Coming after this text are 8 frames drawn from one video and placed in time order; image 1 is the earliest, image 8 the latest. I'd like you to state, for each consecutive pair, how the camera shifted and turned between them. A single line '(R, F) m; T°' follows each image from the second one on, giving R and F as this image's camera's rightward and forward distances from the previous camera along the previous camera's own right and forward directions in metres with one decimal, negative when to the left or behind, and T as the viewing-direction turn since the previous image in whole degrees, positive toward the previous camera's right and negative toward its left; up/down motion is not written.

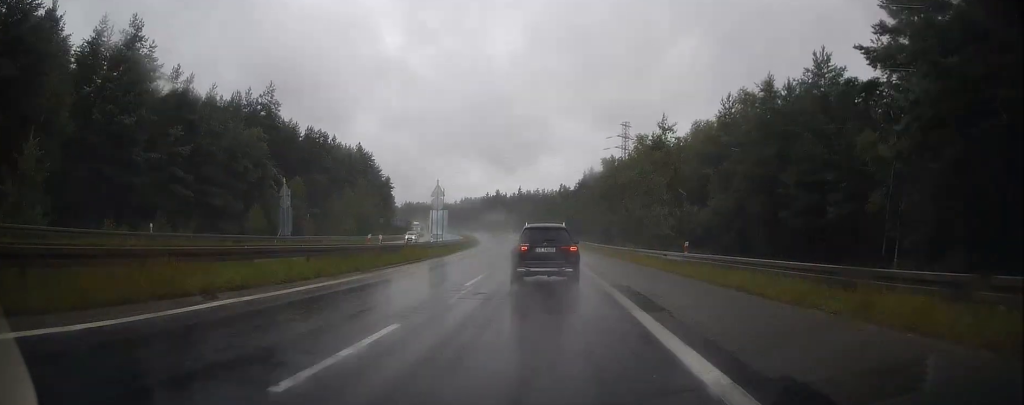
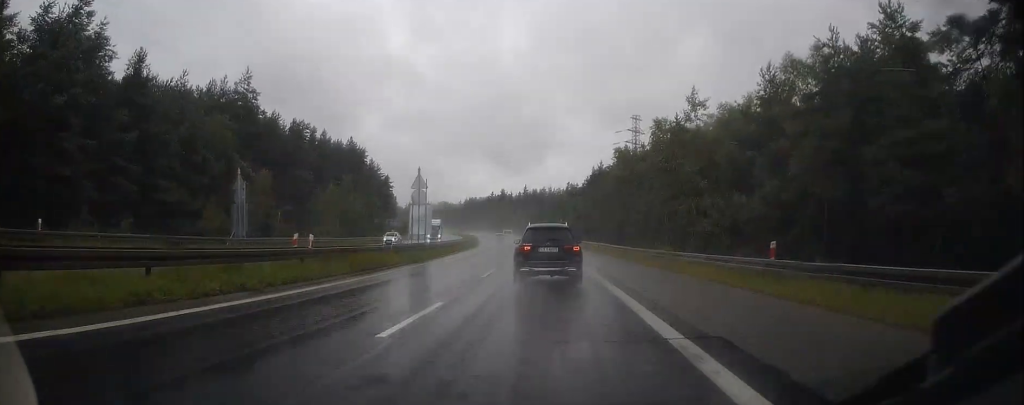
(0.0, +8.6) m; -1°
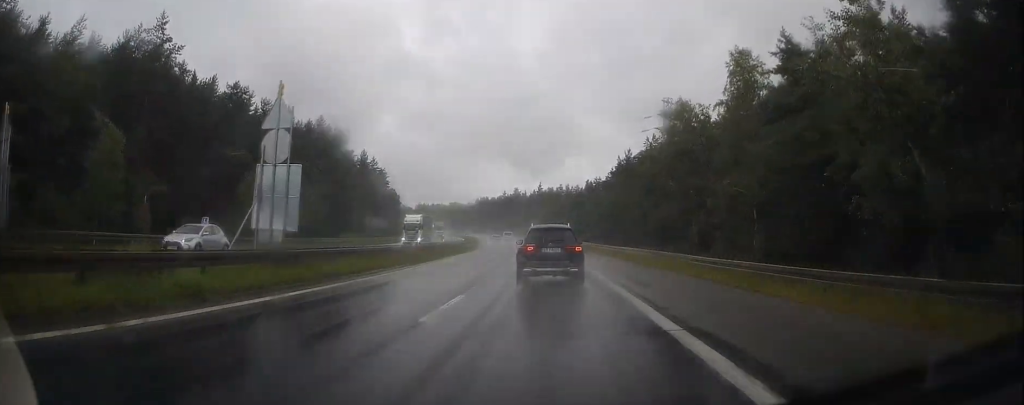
(-0.4, +22.3) m; -2°
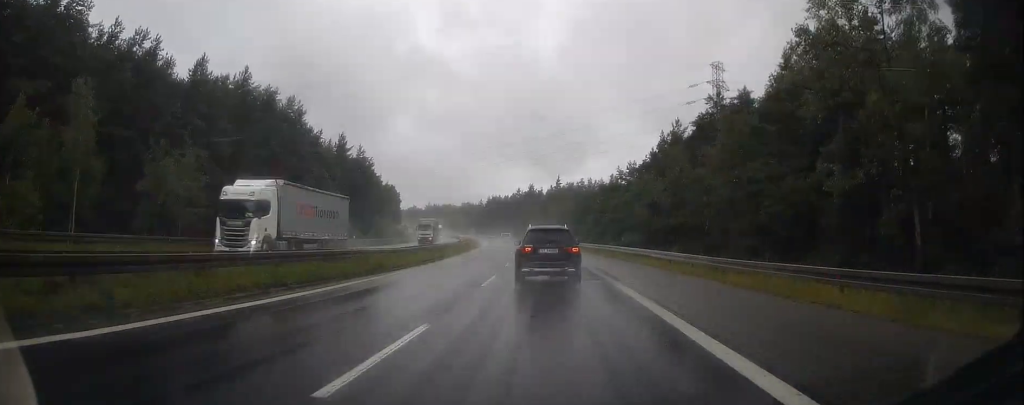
(-0.7, +28.9) m; -3°
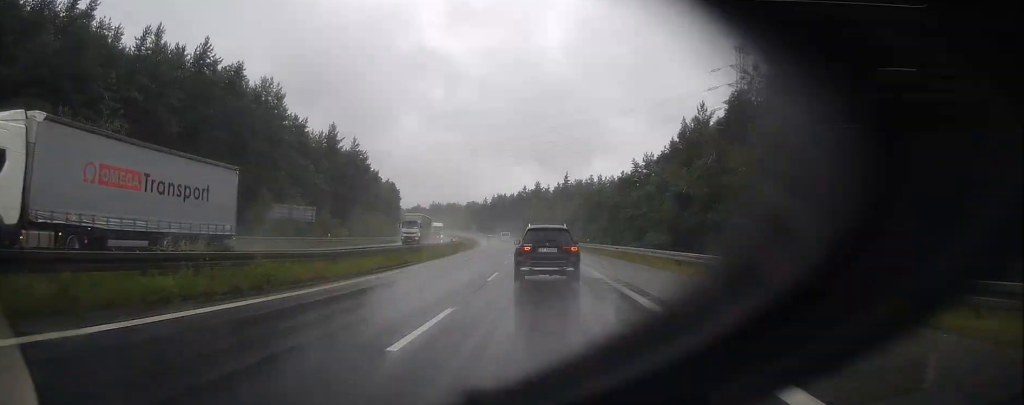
(-0.1, +10.1) m; -1°
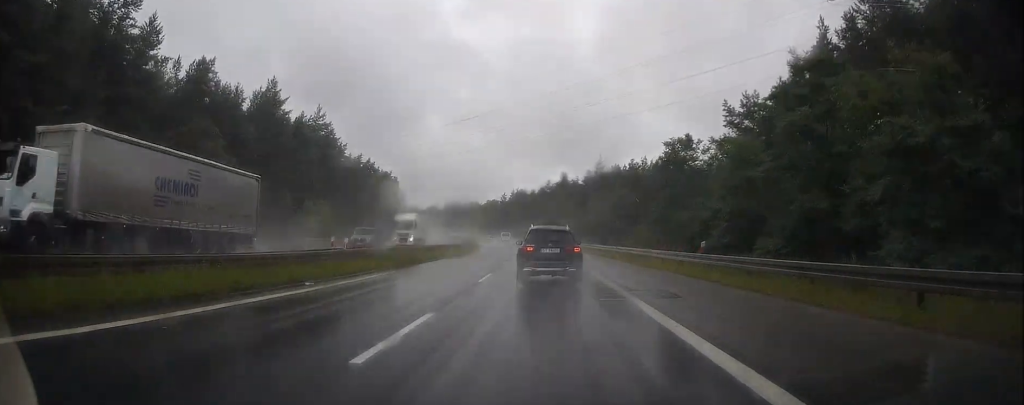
(-0.6, +36.1) m; -2°
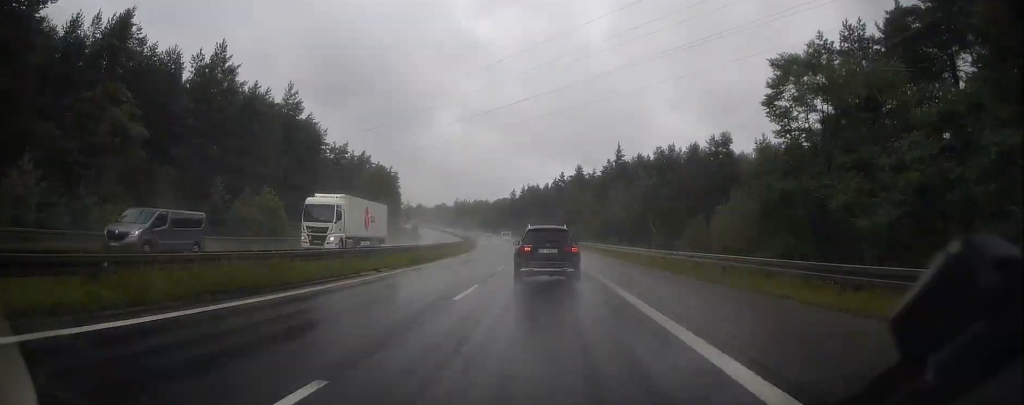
(-0.1, +17.3) m; -1°
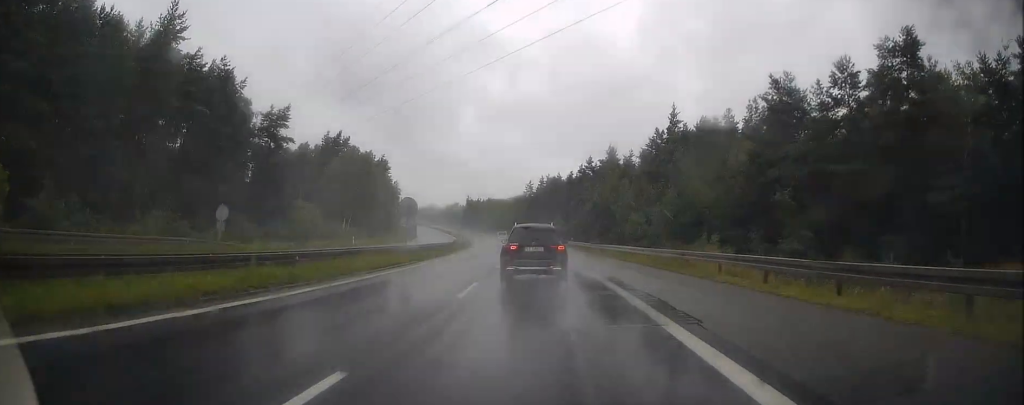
(-0.6, +36.0) m; -2°
